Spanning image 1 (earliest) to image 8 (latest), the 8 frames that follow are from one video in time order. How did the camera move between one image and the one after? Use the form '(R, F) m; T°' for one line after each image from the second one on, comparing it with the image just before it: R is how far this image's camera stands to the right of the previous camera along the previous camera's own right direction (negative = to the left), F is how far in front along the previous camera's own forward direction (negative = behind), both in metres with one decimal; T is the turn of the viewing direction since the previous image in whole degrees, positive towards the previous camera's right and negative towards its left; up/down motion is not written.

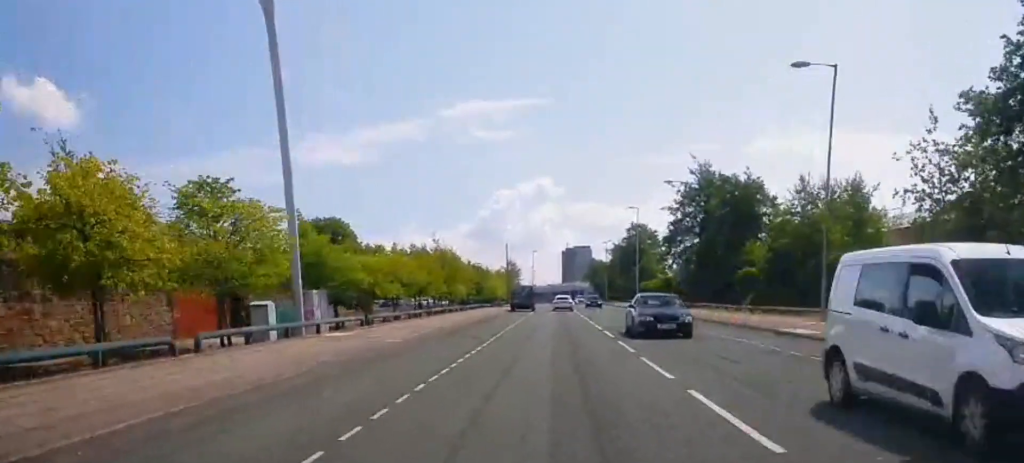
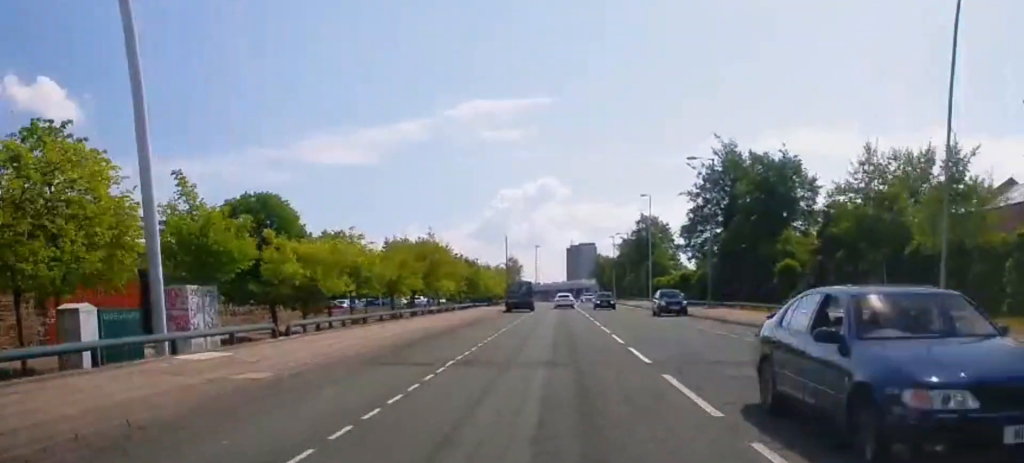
(-0.1, +10.1) m; +1°
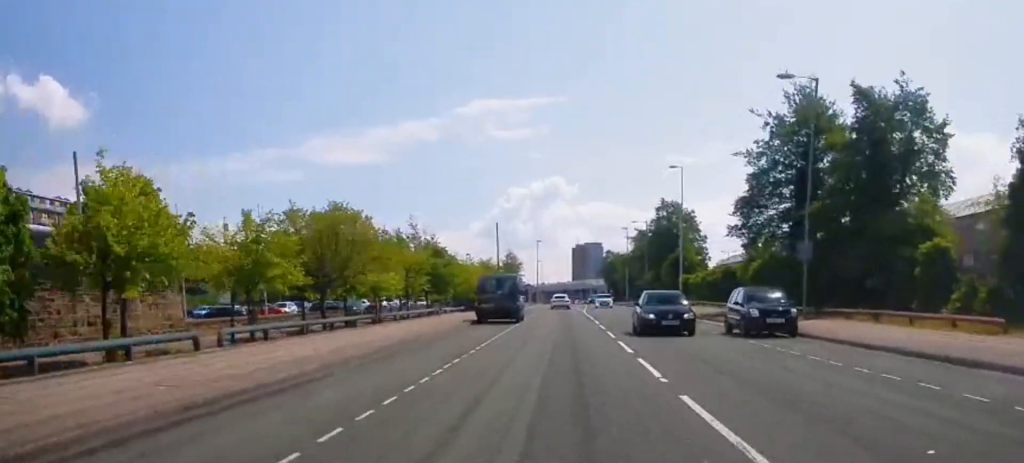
(+0.1, +20.5) m; -1°
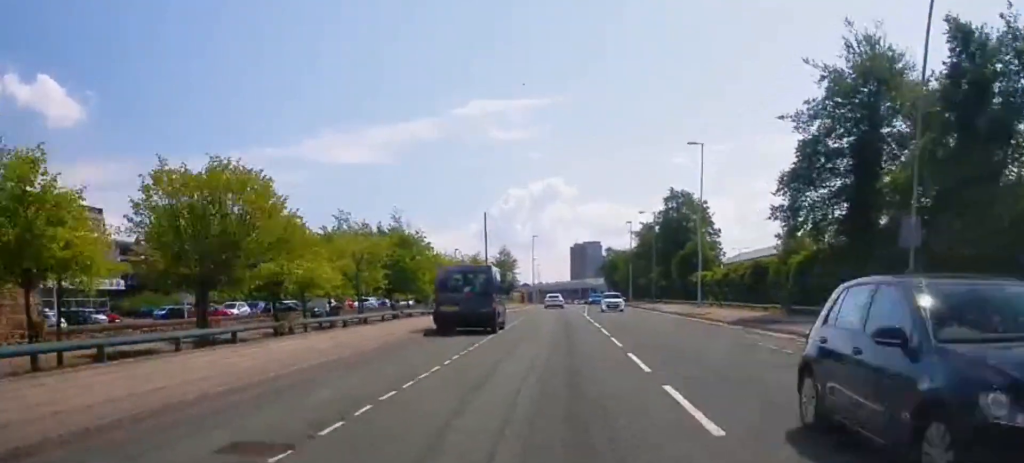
(-0.3, +11.0) m; -1°
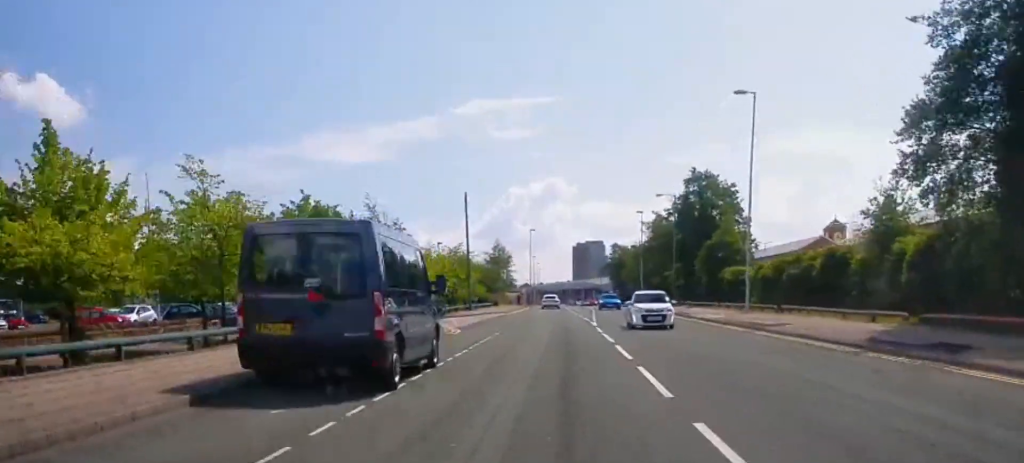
(+0.1, +15.1) m; 0°
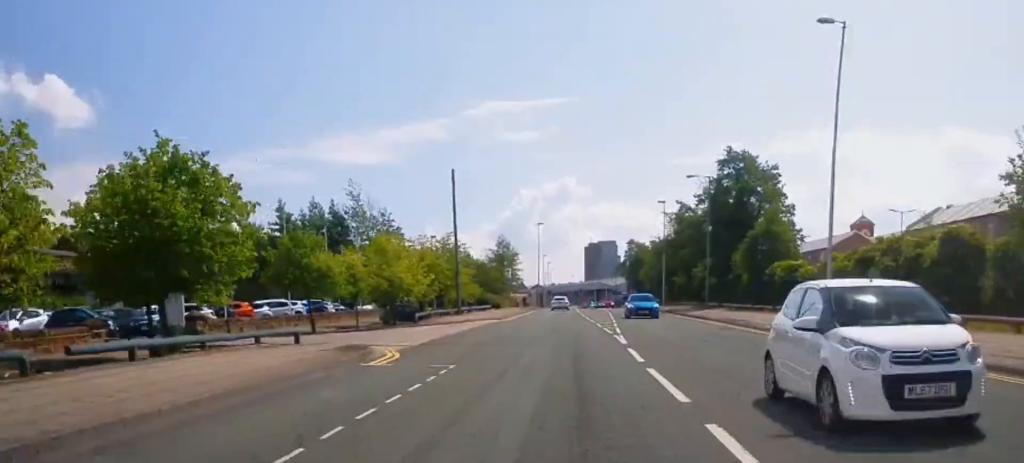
(-0.1, +12.6) m; -1°
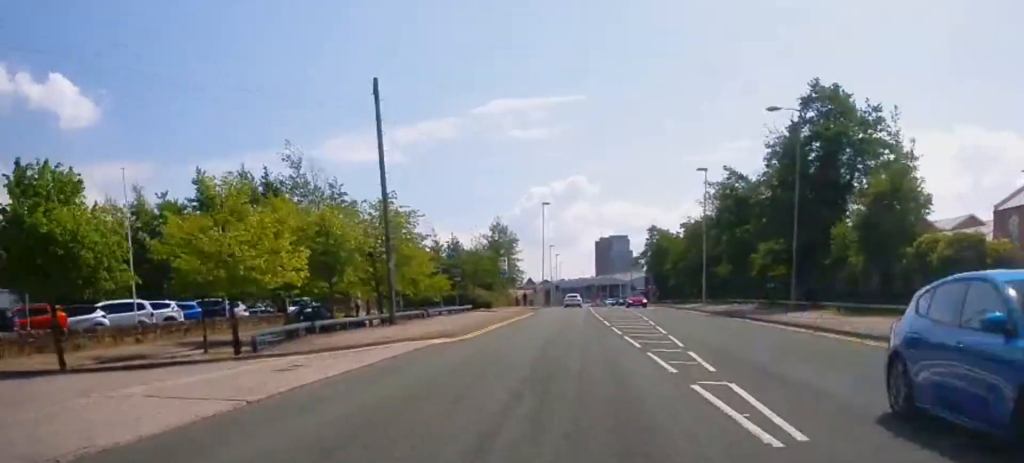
(-0.2, +20.9) m; 0°
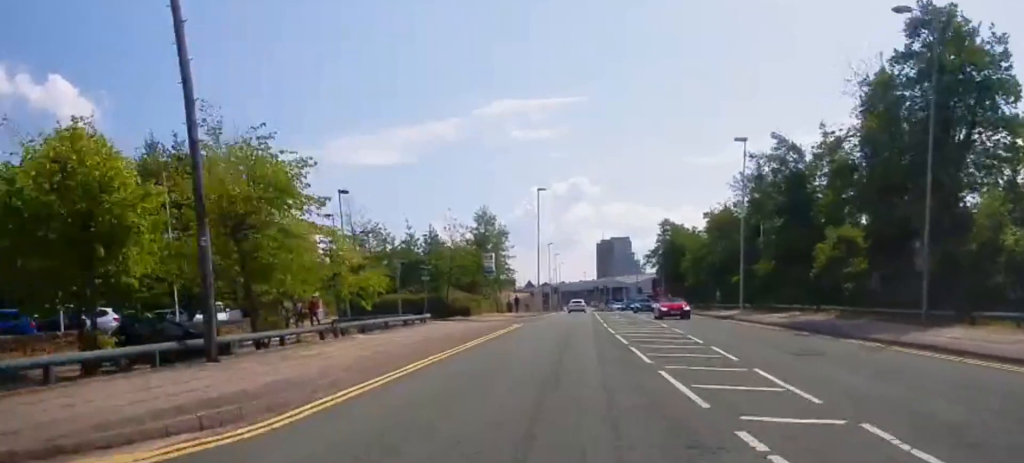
(+0.1, +15.7) m; 0°
